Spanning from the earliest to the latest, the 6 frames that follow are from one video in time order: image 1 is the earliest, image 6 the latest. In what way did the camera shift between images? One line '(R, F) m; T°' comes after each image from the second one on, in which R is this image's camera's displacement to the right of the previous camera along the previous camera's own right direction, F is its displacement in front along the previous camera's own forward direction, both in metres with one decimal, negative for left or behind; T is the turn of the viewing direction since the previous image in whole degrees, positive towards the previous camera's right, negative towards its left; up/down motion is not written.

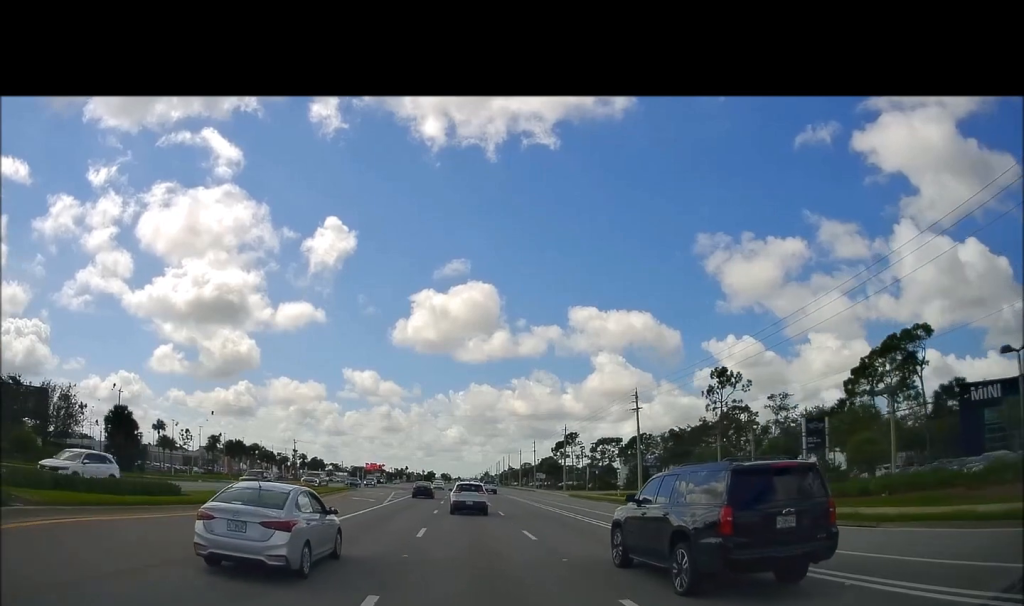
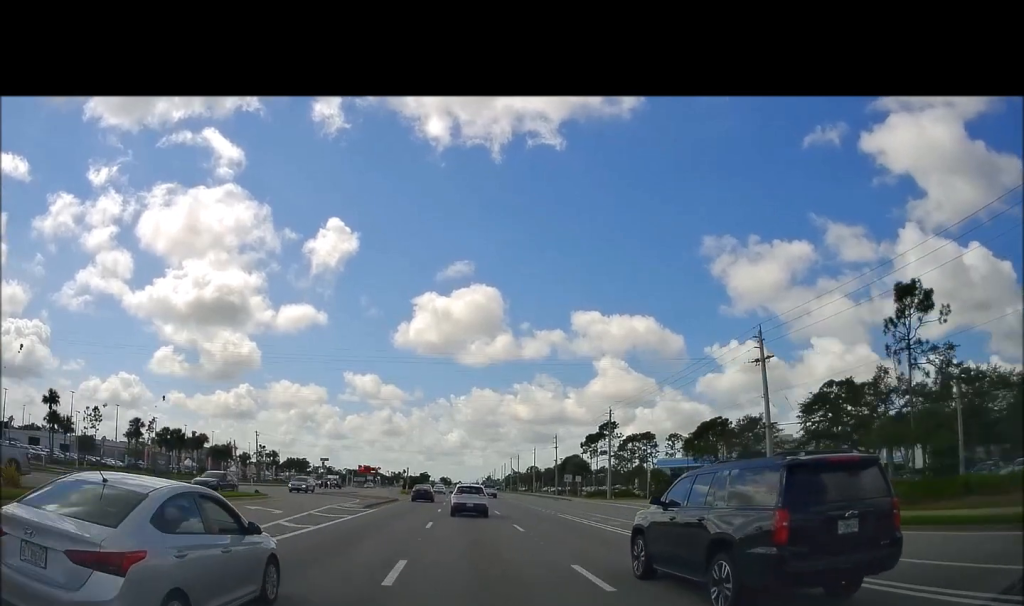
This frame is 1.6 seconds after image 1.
(+0.2, +32.7) m; -1°
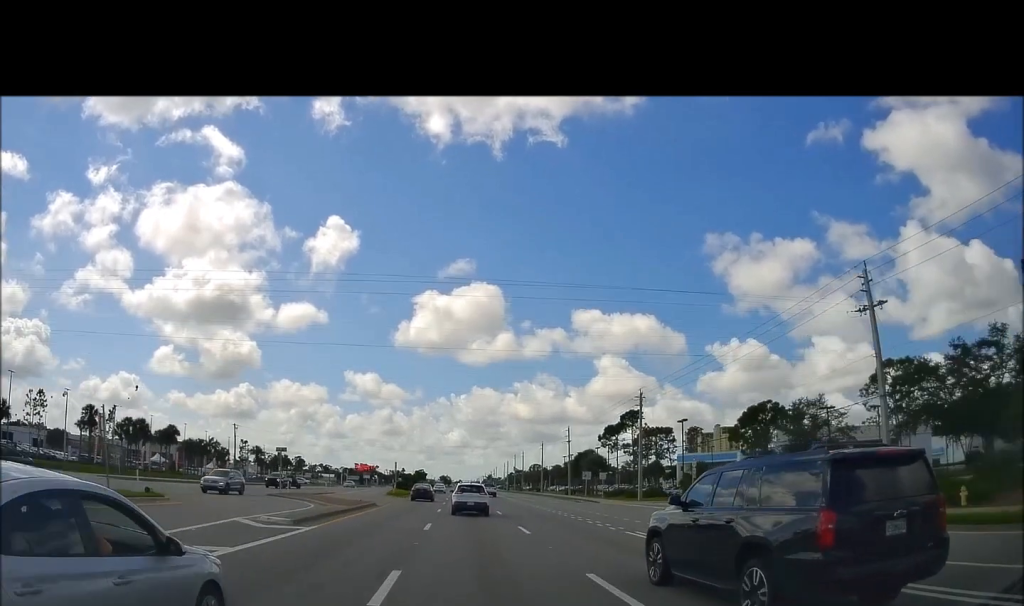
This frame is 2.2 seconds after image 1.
(-0.1, +13.8) m; -1°
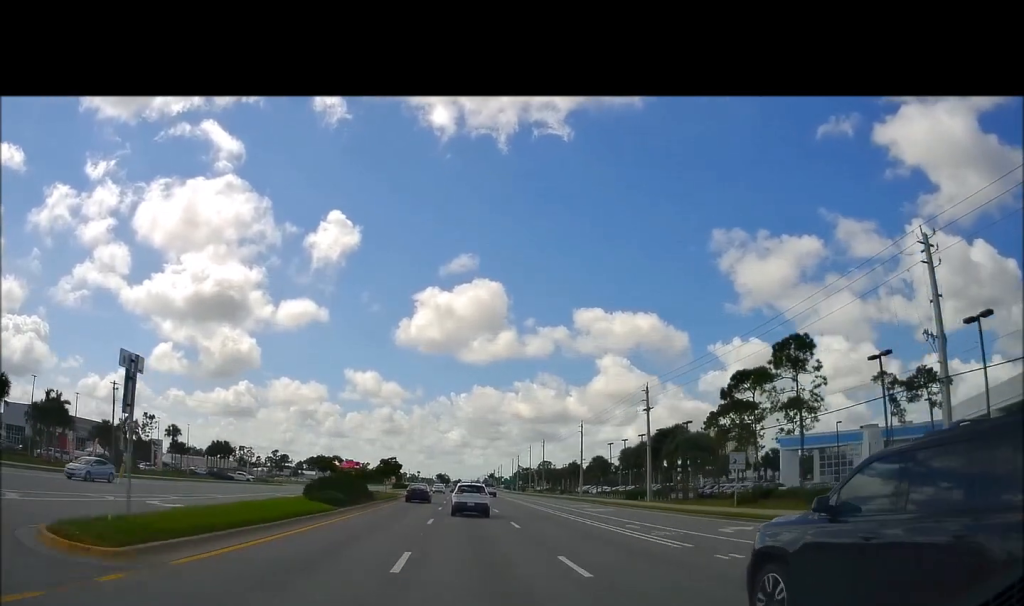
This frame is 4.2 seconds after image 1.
(+0.3, +46.5) m; +2°
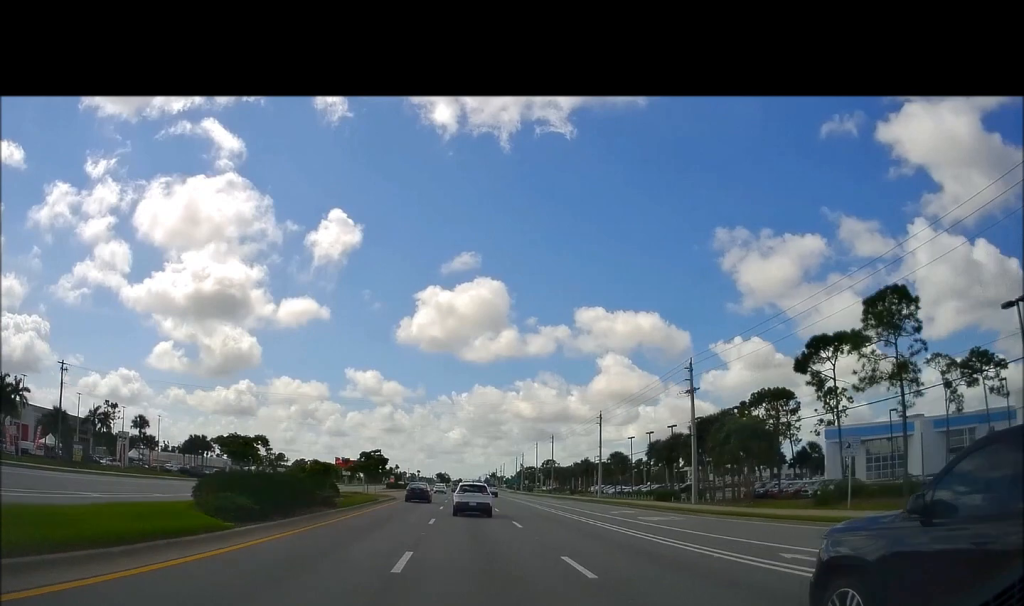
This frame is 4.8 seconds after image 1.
(+0.2, +12.6) m; +1°
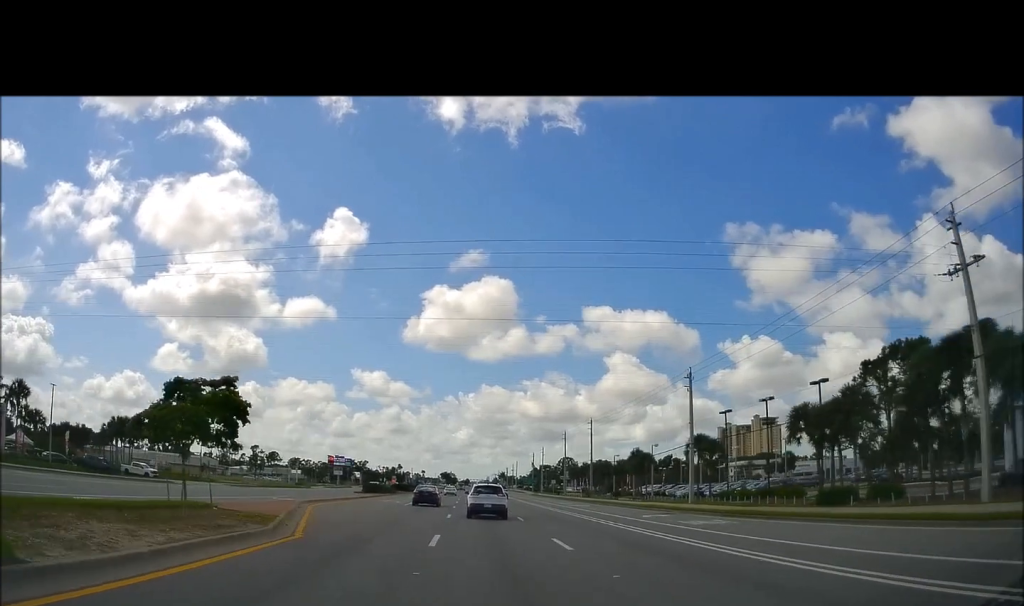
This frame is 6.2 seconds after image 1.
(+0.2, +33.2) m; 0°
